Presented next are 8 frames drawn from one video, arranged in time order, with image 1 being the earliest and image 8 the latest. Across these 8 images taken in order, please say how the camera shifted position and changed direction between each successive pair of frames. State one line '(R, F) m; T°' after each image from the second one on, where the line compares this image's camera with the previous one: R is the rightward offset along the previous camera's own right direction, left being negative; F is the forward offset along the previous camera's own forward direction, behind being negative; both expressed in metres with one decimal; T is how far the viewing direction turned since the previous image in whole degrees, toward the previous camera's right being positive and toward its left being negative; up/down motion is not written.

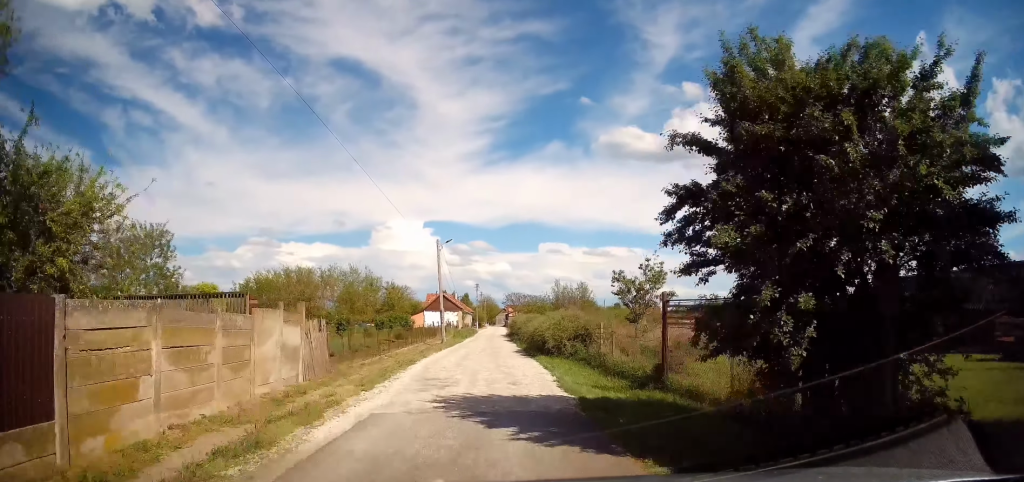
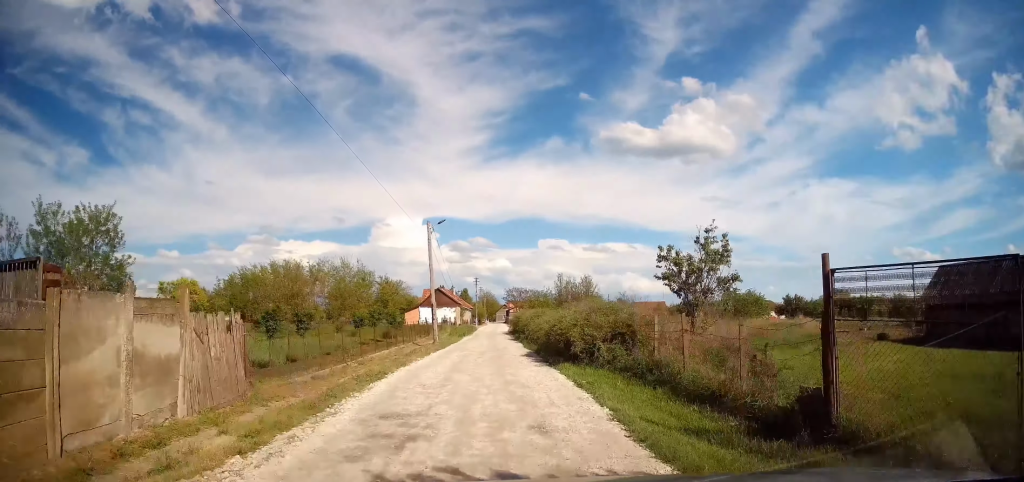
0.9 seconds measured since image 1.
(0.0, +5.4) m; -3°
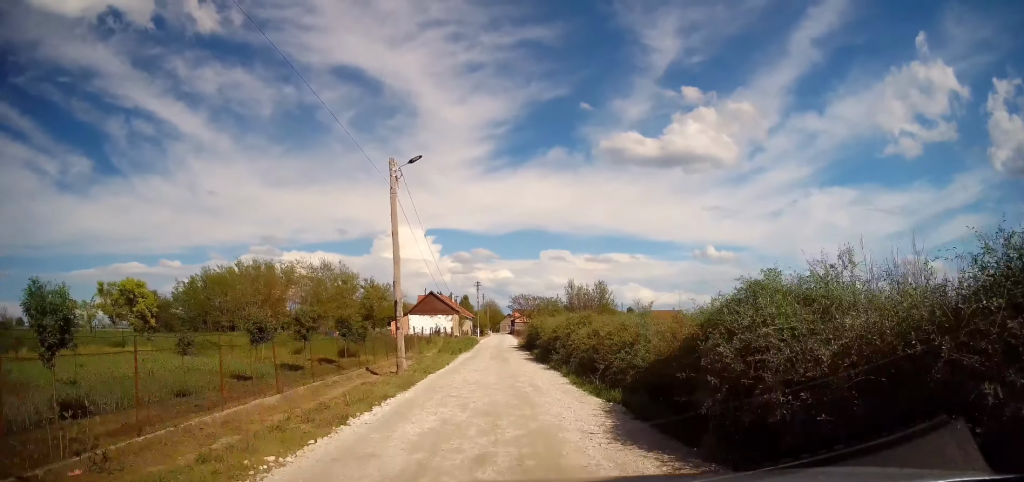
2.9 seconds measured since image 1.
(-0.6, +13.3) m; +1°
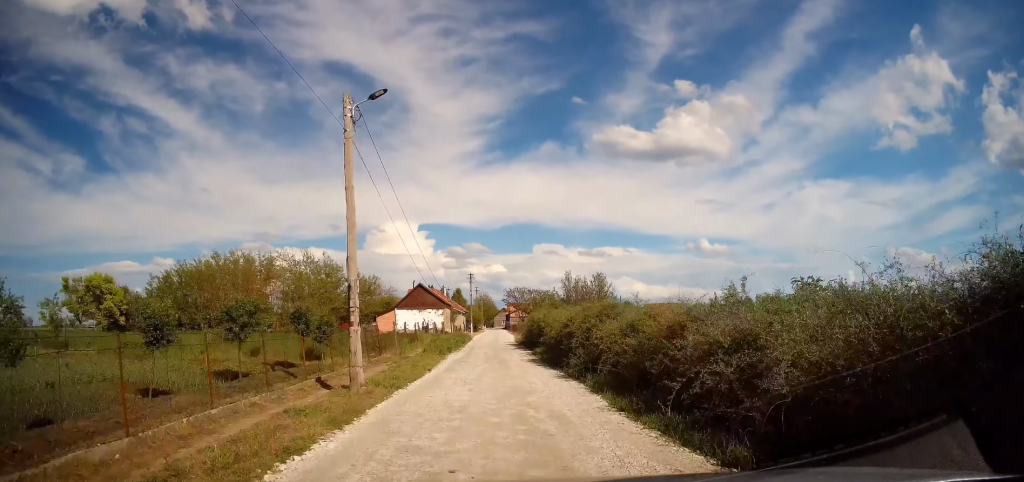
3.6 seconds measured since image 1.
(+0.3, +4.8) m; 0°
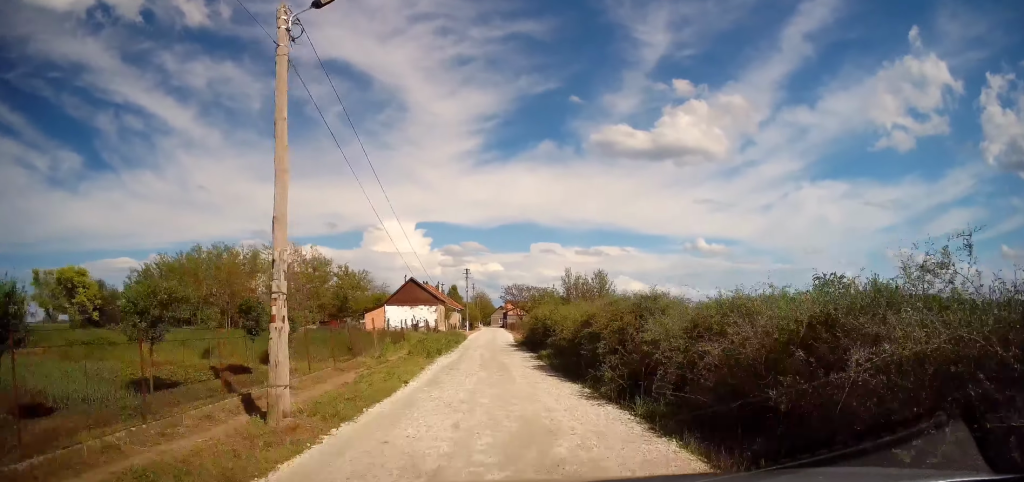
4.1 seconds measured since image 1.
(-0.2, +4.0) m; -1°
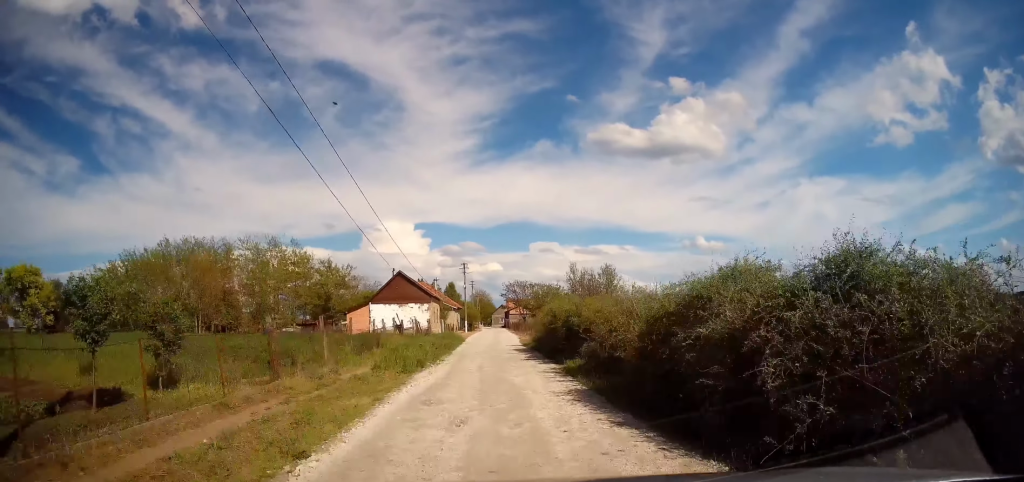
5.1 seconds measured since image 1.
(-0.1, +6.7) m; 0°
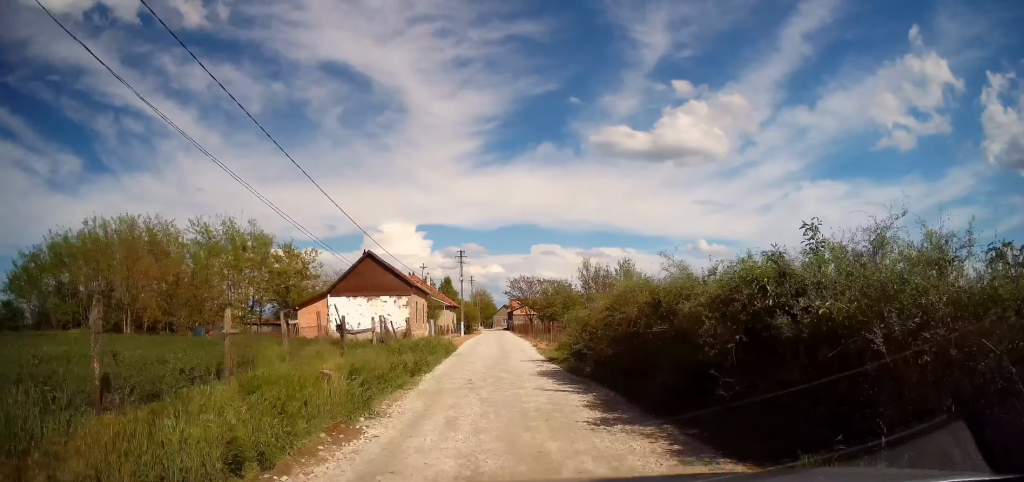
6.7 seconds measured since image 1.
(+0.3, +12.2) m; +2°
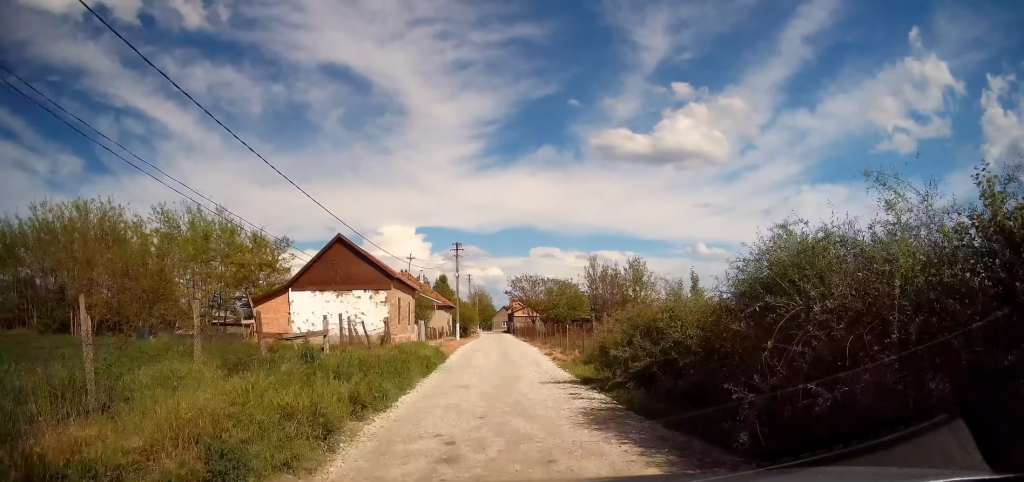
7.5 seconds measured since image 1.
(0.0, +6.5) m; 0°
